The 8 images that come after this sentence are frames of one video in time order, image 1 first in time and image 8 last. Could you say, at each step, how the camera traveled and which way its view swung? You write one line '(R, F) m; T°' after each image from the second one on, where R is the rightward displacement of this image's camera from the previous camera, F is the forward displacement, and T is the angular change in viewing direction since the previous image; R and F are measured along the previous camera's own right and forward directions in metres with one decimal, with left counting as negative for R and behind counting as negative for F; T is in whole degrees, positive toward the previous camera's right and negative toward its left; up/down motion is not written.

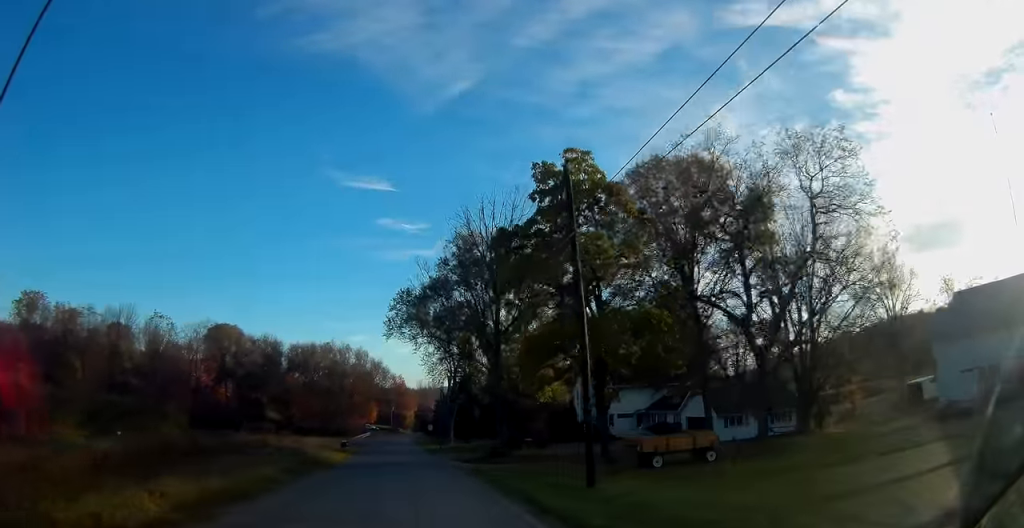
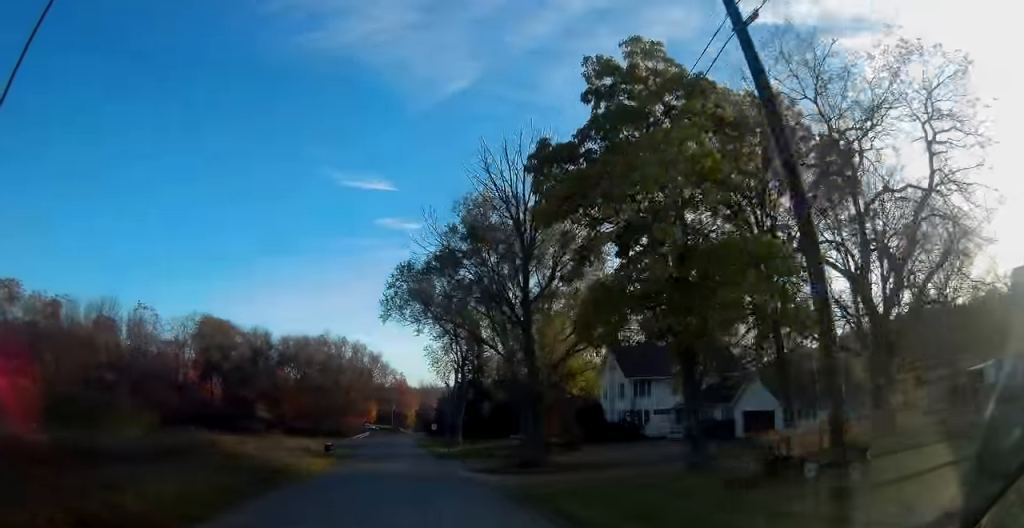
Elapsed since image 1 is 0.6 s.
(-0.1, +9.5) m; 0°
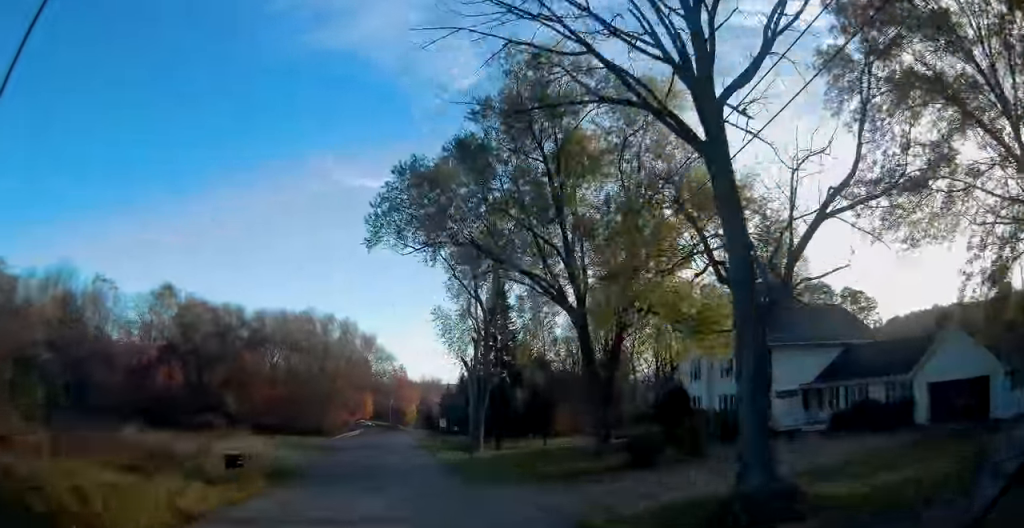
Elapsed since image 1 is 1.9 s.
(-0.2, +19.6) m; 0°
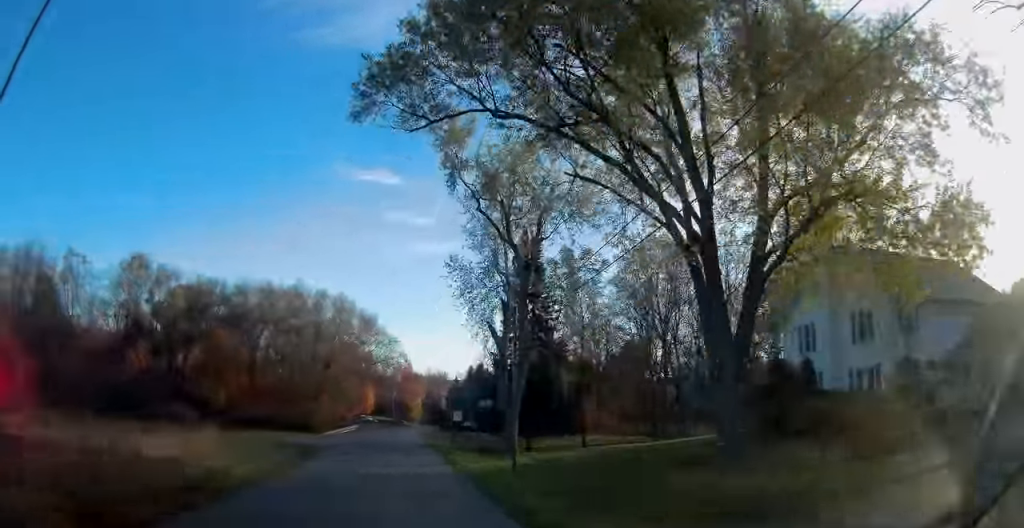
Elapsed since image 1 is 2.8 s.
(0.0, +12.8) m; 0°
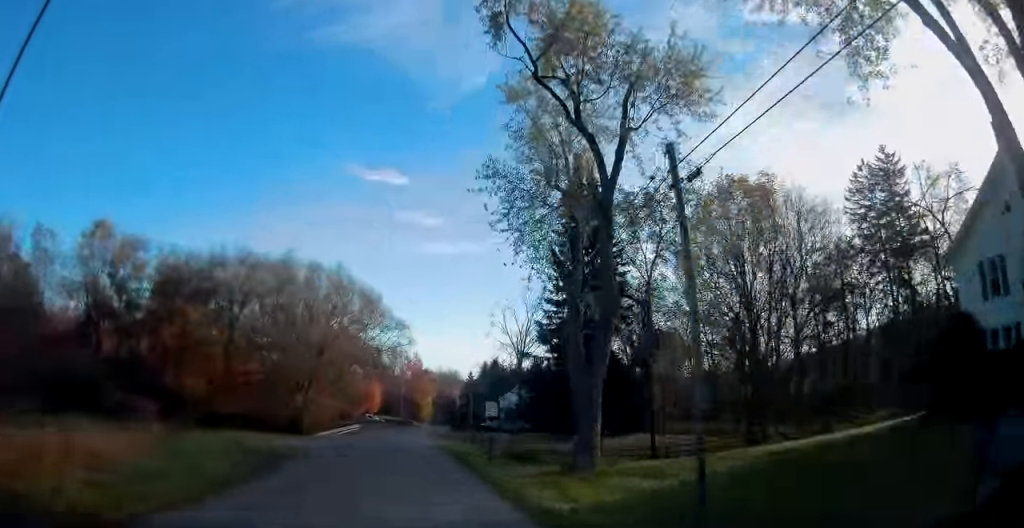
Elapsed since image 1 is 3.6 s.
(0.0, +13.0) m; 0°
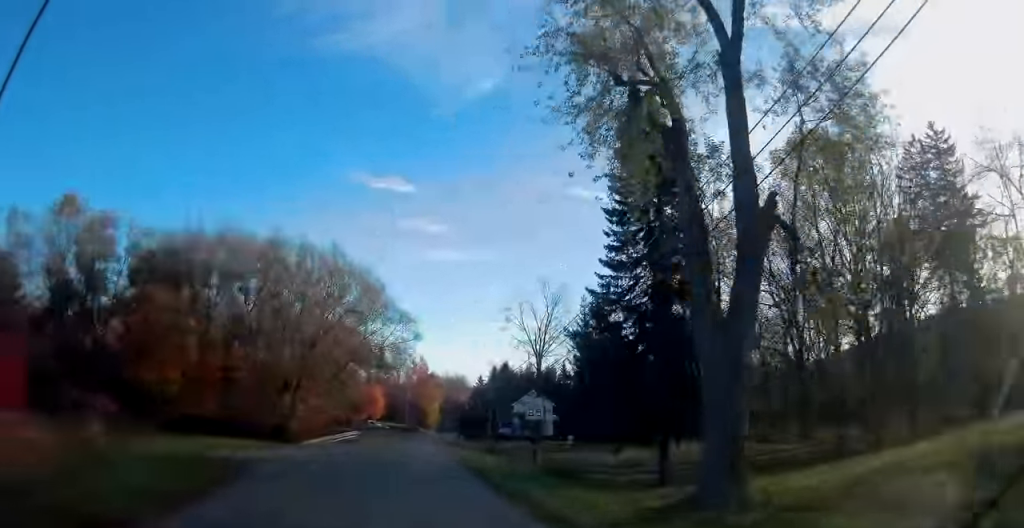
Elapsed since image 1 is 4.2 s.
(+0.1, +8.9) m; -1°
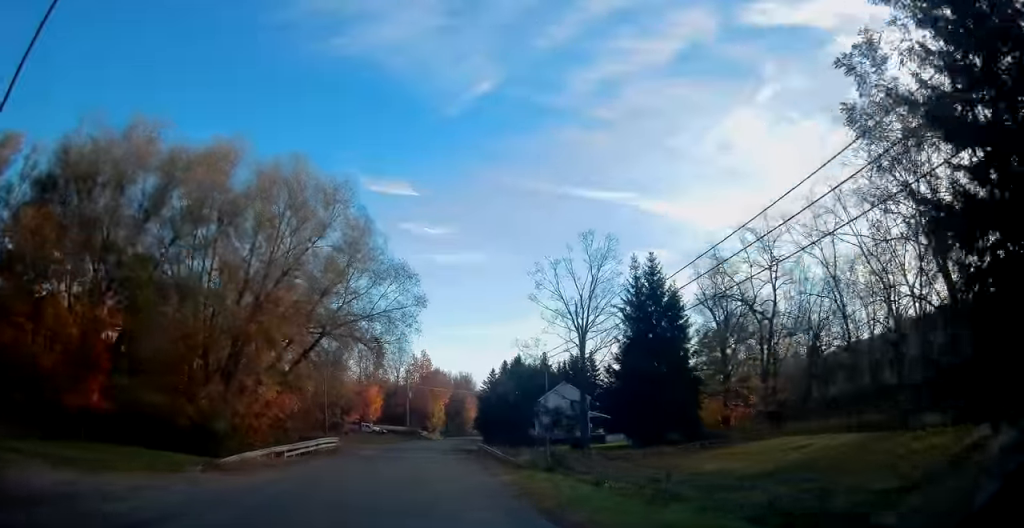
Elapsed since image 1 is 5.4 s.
(-0.3, +19.1) m; -1°
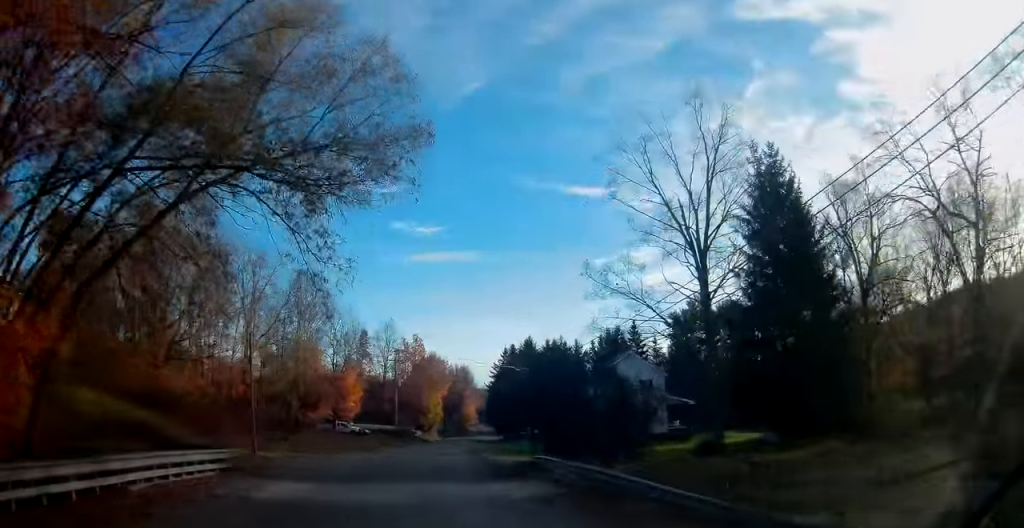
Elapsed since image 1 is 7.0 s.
(+0.4, +26.1) m; +2°
